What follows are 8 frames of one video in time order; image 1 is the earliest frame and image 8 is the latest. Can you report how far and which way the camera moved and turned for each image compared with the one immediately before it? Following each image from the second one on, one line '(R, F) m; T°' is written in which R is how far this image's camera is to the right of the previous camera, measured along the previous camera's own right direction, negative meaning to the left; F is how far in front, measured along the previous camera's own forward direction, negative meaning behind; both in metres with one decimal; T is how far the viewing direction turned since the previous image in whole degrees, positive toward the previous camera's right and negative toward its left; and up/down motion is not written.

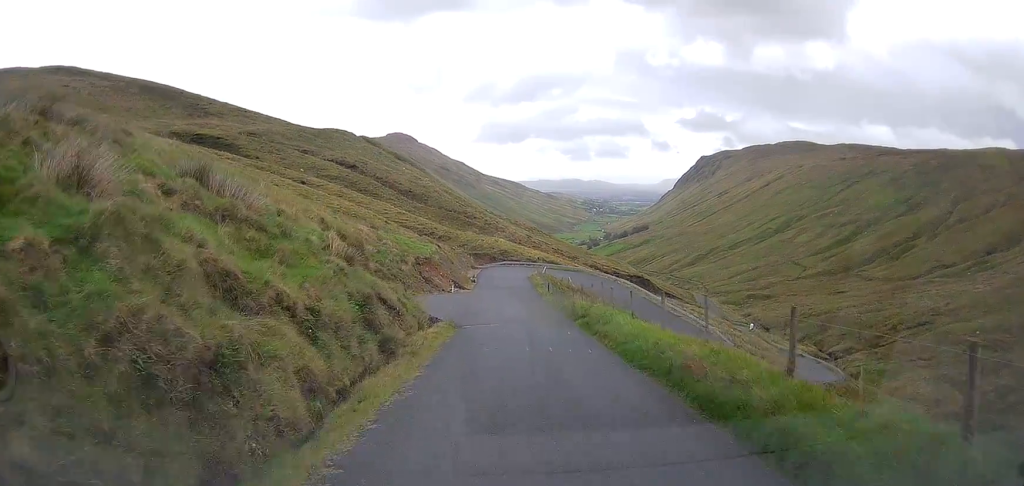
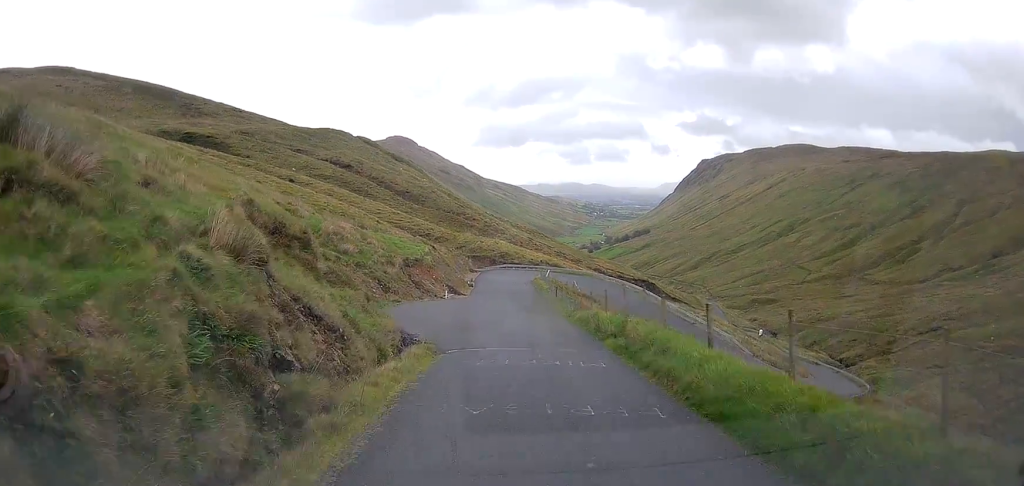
(+0.1, +7.1) m; +1°
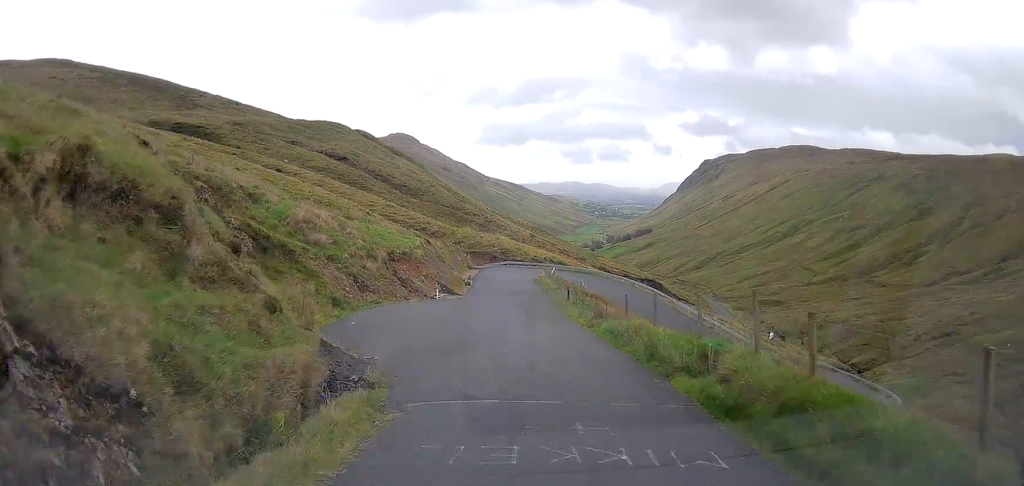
(+0.1, +7.7) m; 0°
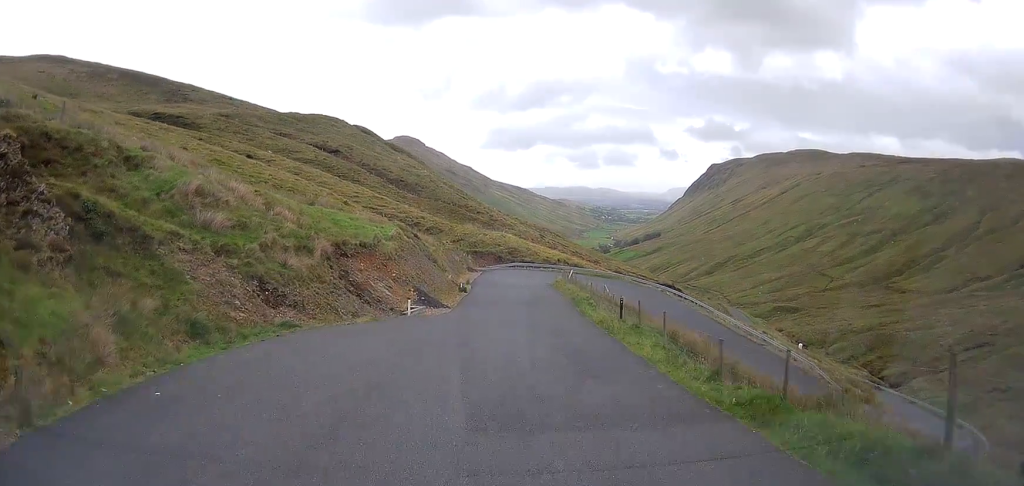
(-0.1, +15.8) m; 0°
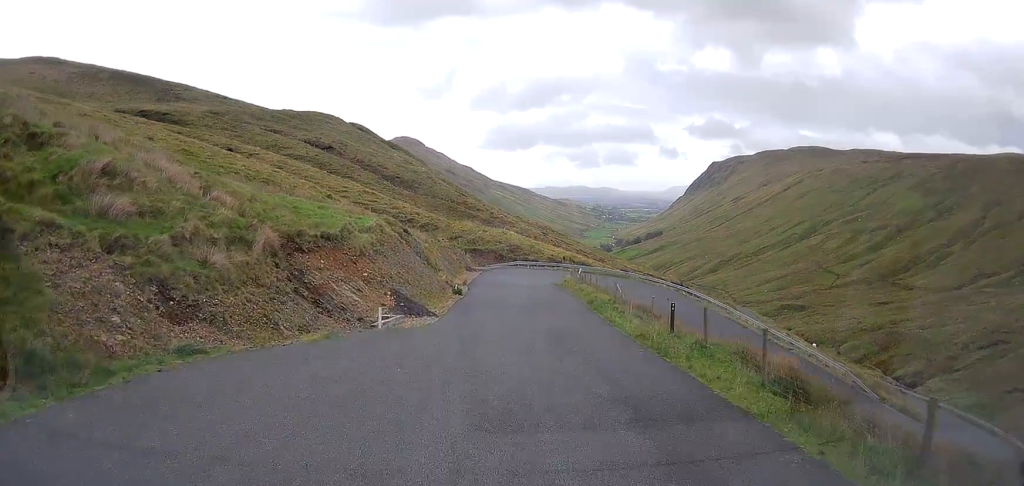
(+0.1, +7.0) m; 0°
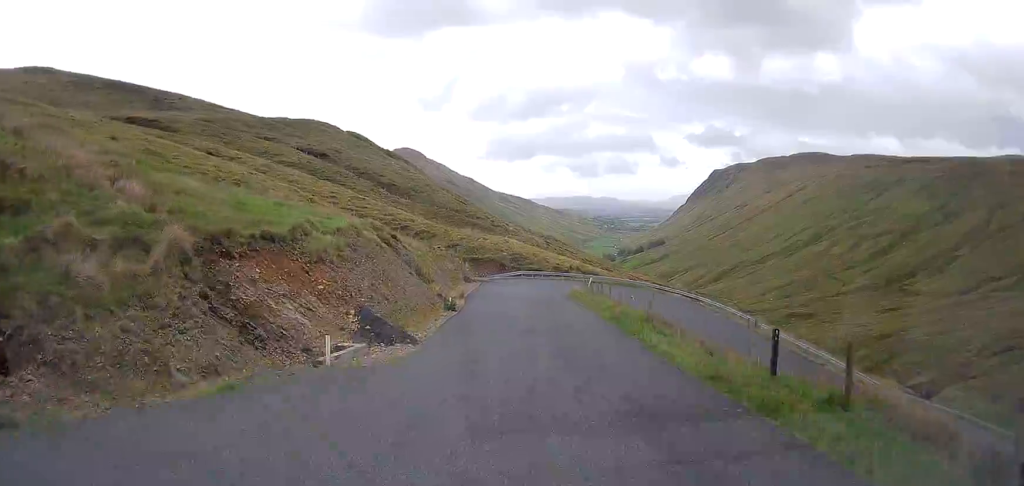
(+0.1, +6.5) m; 0°
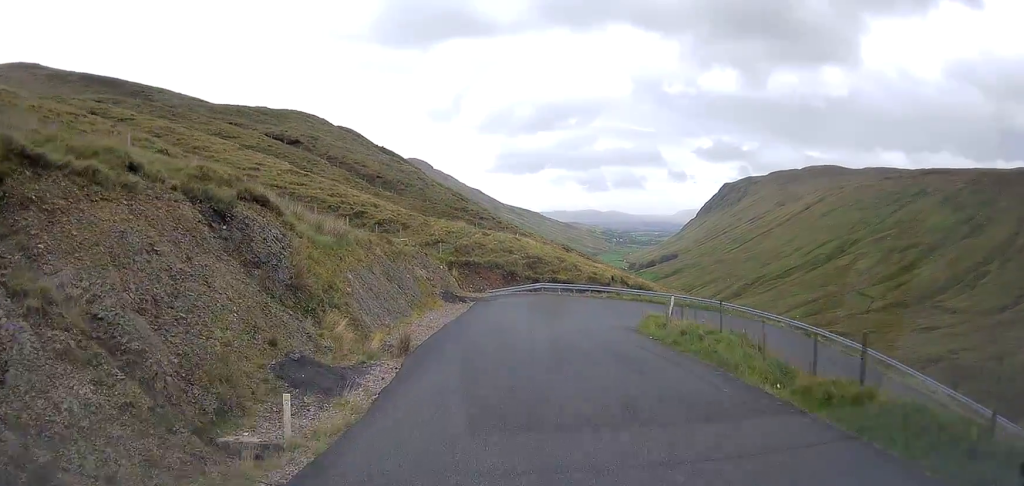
(-0.6, +28.4) m; -1°
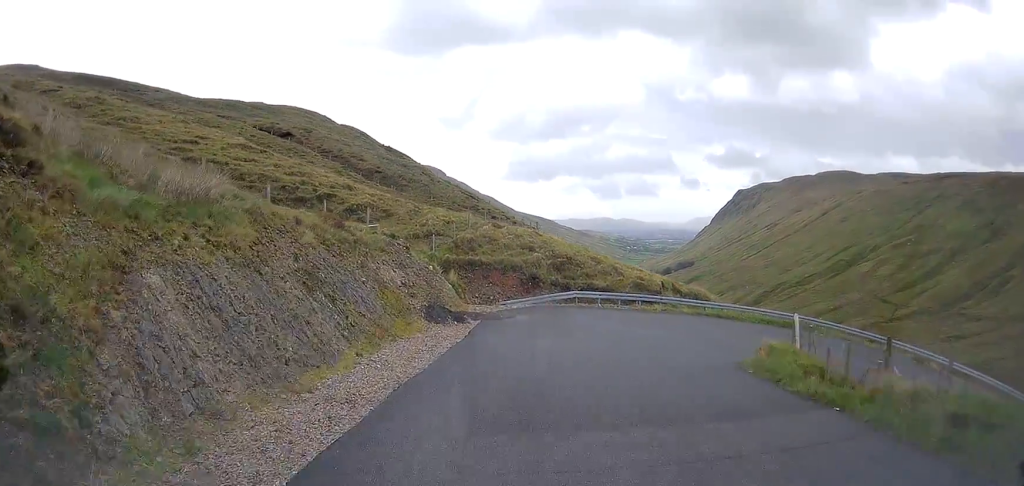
(0.0, +14.1) m; 0°
